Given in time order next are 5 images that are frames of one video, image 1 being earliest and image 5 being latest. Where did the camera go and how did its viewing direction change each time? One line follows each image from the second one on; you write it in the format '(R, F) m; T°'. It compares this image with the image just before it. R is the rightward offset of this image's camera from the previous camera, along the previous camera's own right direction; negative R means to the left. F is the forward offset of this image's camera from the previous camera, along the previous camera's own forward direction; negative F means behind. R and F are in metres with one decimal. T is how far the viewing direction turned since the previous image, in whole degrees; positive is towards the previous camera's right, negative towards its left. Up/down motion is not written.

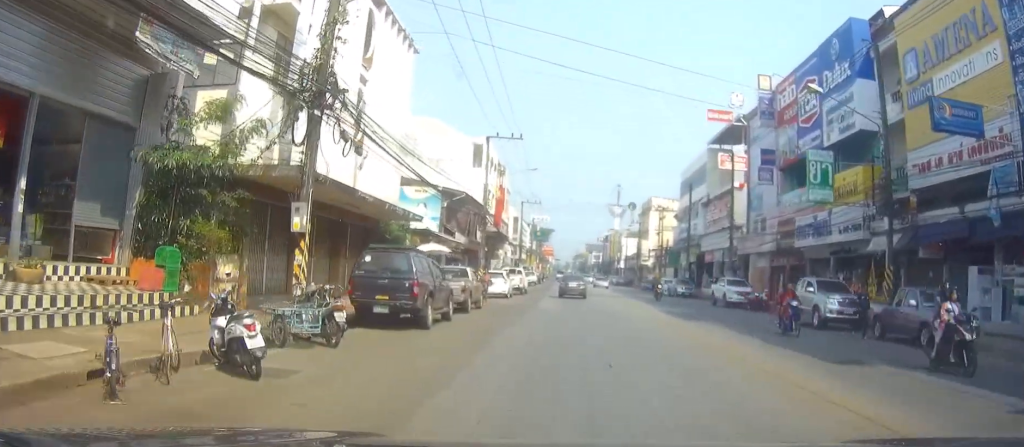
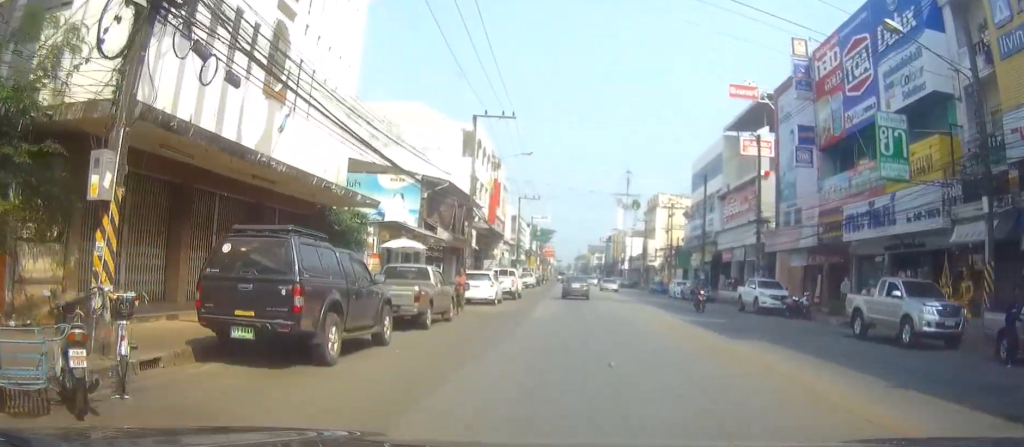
(+0.1, +7.2) m; 0°
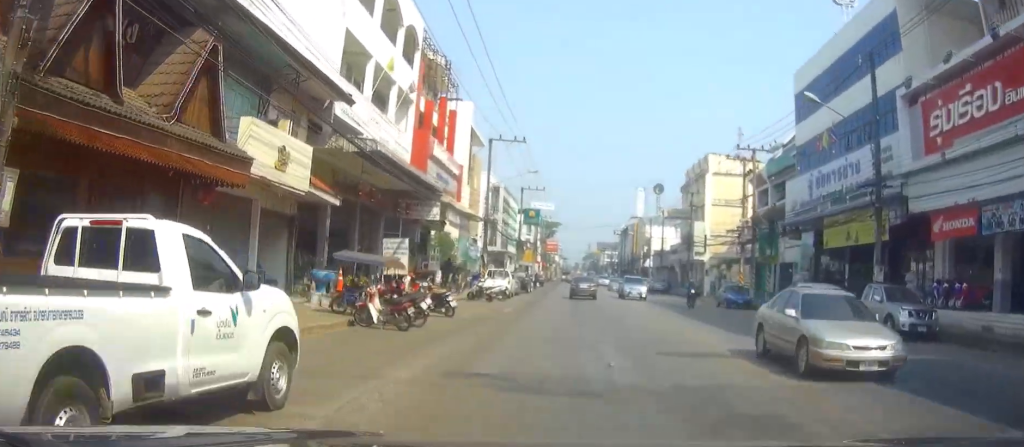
(-0.7, +36.0) m; -1°
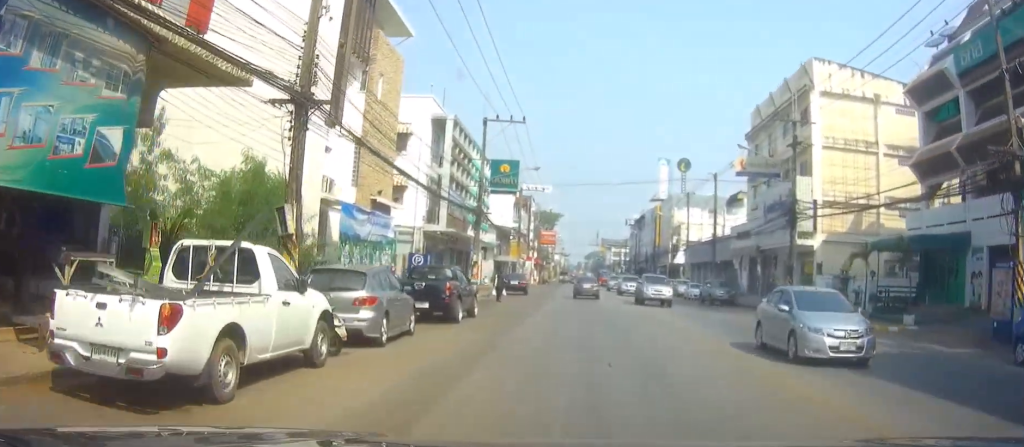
(+0.5, +34.2) m; +1°
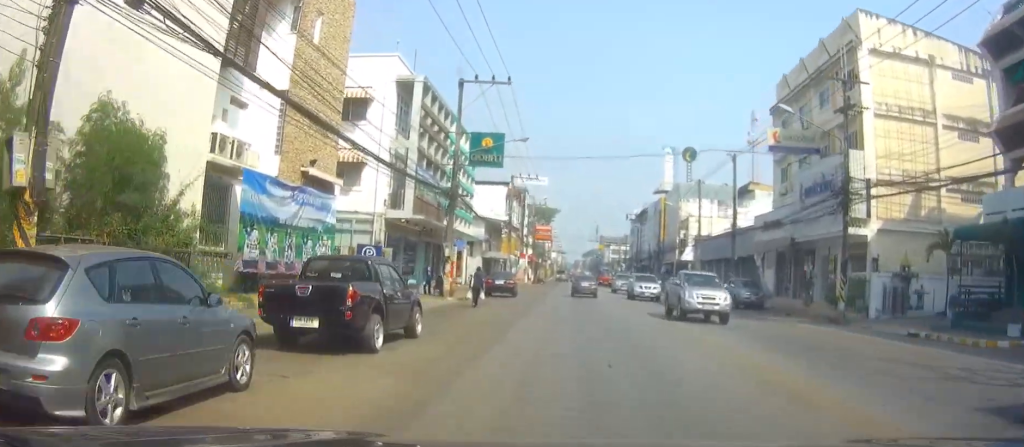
(0.0, +8.5) m; -1°
